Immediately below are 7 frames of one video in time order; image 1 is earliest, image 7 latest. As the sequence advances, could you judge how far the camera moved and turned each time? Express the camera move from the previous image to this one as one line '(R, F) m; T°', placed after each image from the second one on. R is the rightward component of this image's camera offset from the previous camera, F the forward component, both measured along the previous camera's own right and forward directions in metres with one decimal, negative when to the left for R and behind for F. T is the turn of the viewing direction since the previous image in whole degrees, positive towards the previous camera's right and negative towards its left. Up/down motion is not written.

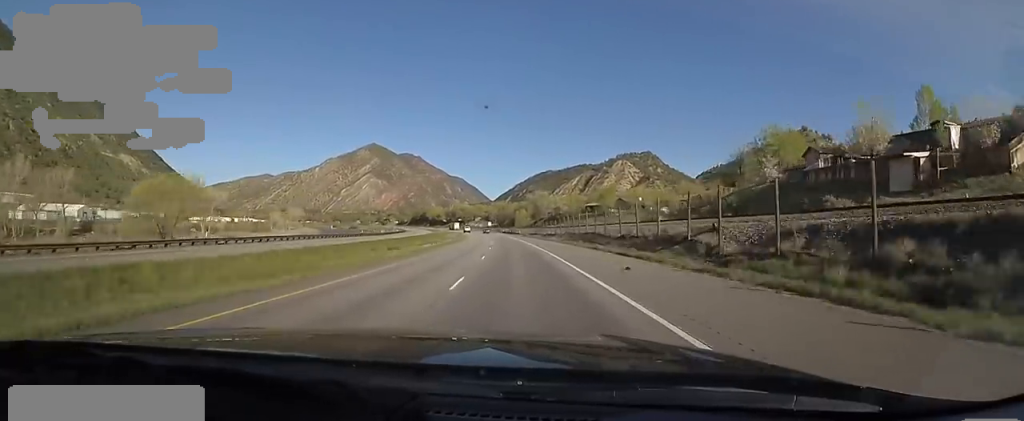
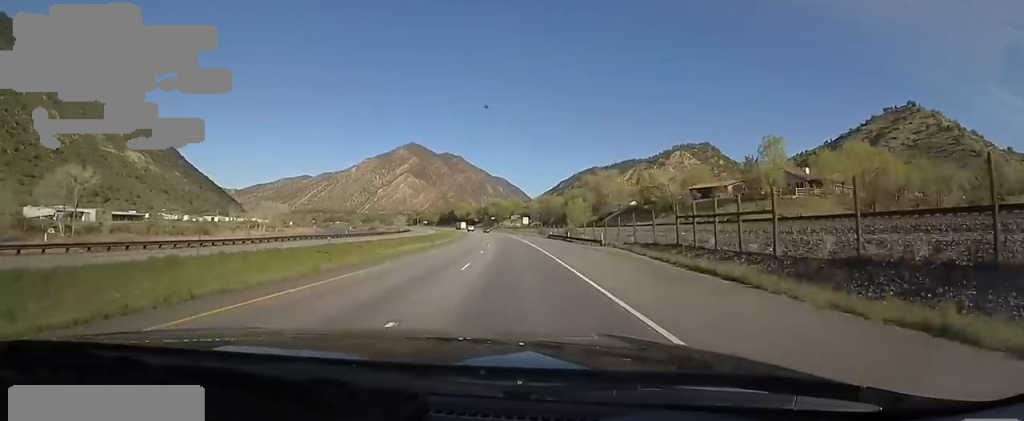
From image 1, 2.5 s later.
(-4.2, +78.3) m; -4°
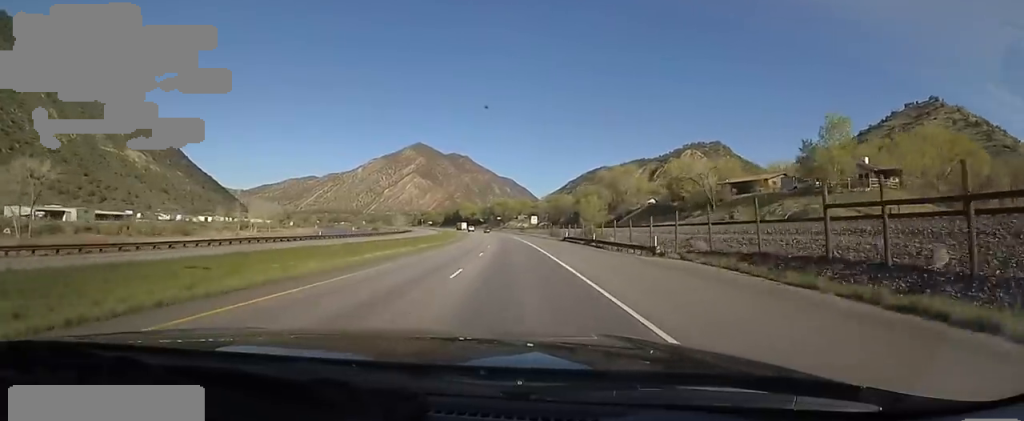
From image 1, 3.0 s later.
(0.0, +14.5) m; -1°
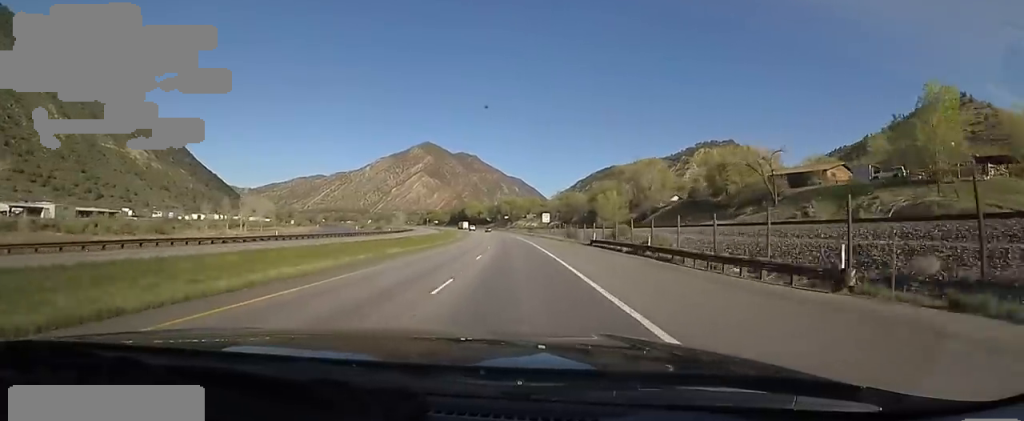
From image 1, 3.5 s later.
(-0.1, +15.5) m; -1°
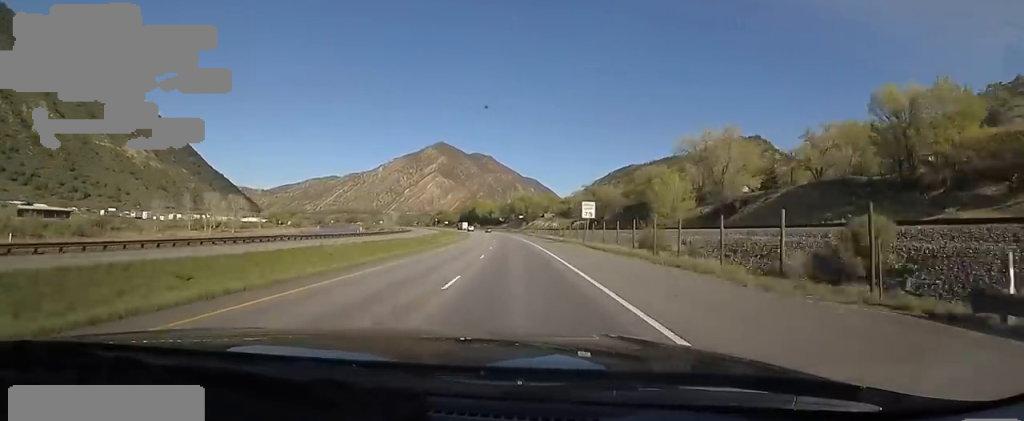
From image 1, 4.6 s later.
(-0.5, +35.5) m; -3°
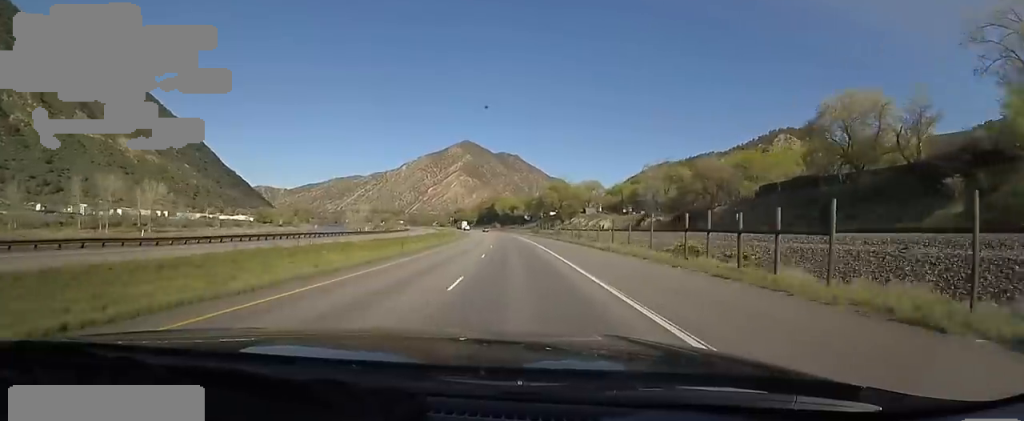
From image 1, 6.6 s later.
(-2.6, +60.5) m; -3°
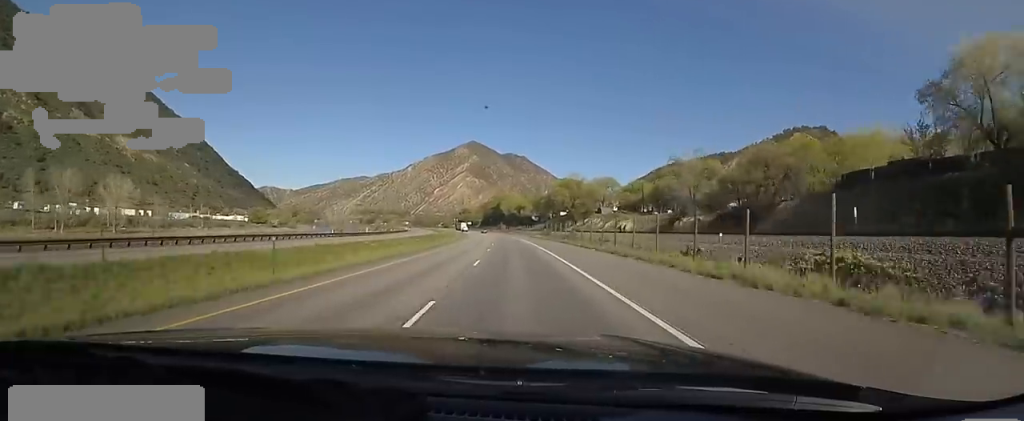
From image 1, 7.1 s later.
(+0.1, +16.6) m; -1°
